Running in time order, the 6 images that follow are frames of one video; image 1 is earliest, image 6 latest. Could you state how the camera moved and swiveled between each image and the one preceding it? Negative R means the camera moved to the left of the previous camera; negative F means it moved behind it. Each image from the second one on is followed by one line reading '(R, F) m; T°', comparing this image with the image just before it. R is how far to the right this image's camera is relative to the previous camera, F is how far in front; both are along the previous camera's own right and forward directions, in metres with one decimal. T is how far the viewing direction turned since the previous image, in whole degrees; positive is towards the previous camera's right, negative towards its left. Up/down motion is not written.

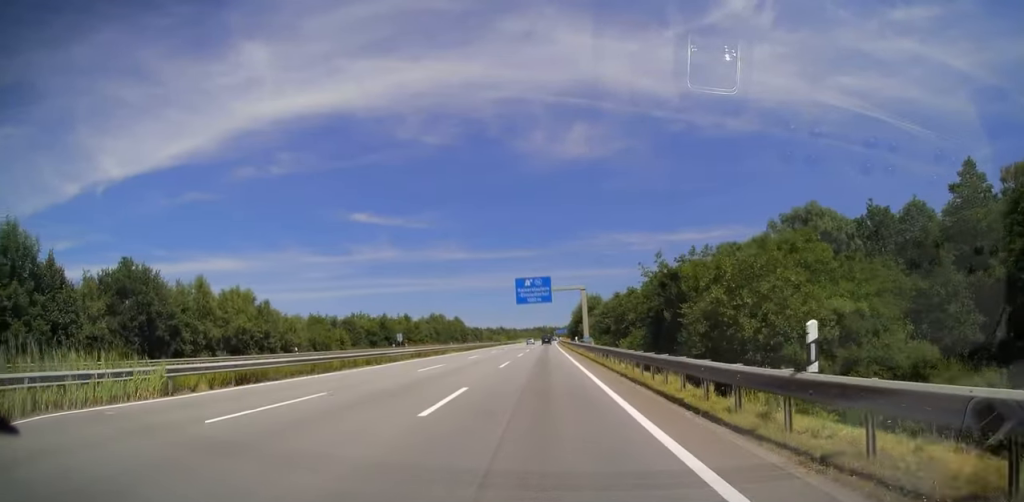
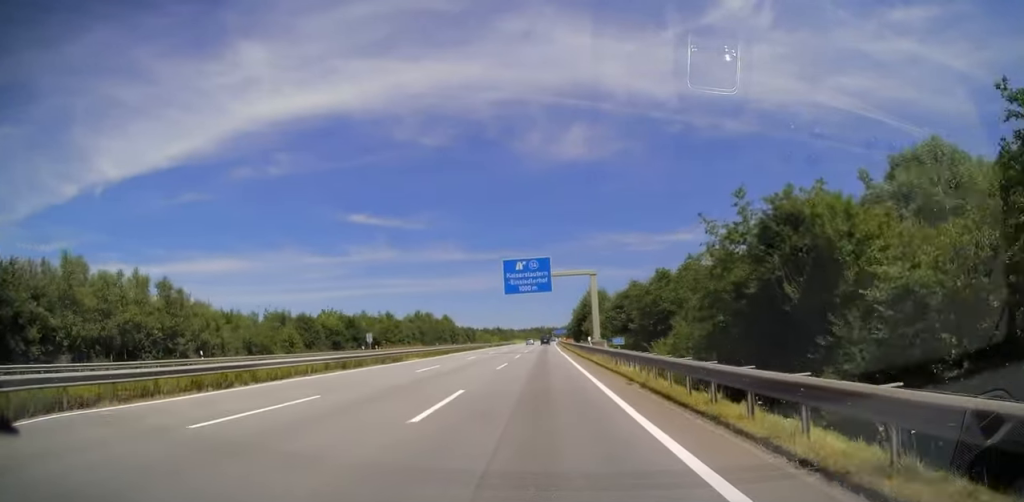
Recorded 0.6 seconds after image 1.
(+0.2, +18.7) m; 0°
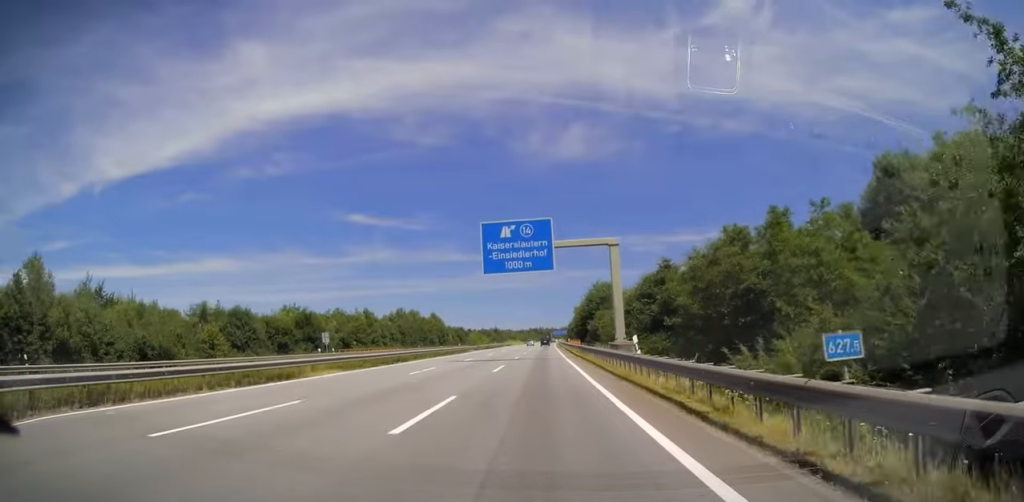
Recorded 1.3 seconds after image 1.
(0.0, +19.1) m; +1°
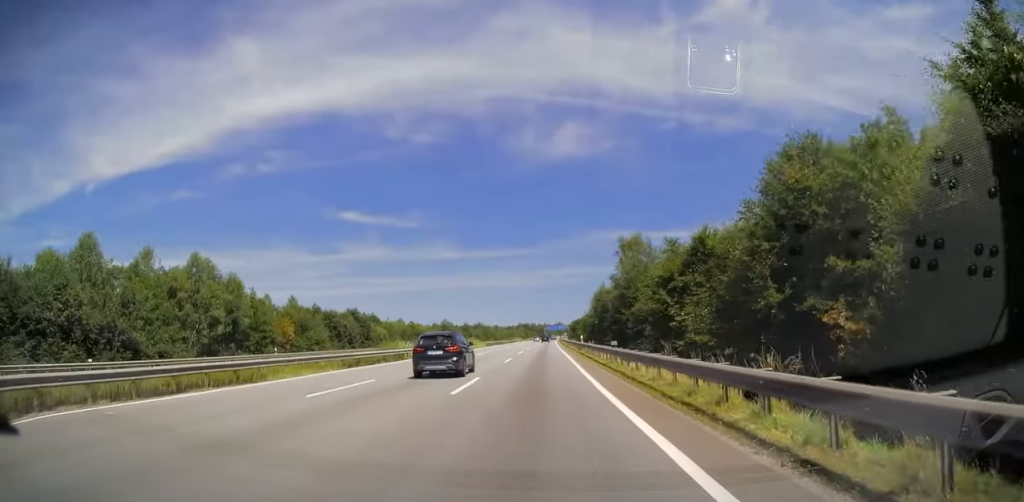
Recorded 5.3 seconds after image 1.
(0.0, +119.8) m; 0°
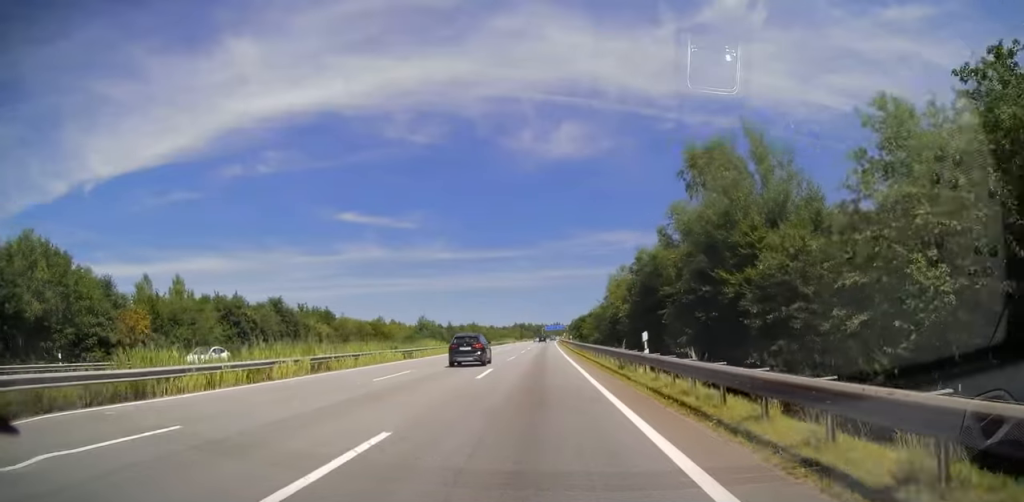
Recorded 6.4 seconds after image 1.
(+0.2, +30.0) m; +1°
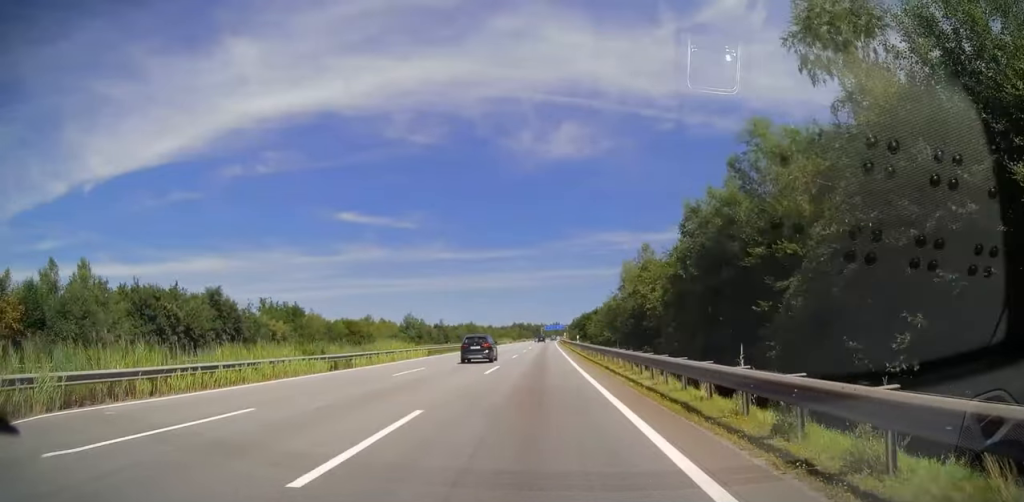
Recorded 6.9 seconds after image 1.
(+0.1, +15.2) m; 0°
